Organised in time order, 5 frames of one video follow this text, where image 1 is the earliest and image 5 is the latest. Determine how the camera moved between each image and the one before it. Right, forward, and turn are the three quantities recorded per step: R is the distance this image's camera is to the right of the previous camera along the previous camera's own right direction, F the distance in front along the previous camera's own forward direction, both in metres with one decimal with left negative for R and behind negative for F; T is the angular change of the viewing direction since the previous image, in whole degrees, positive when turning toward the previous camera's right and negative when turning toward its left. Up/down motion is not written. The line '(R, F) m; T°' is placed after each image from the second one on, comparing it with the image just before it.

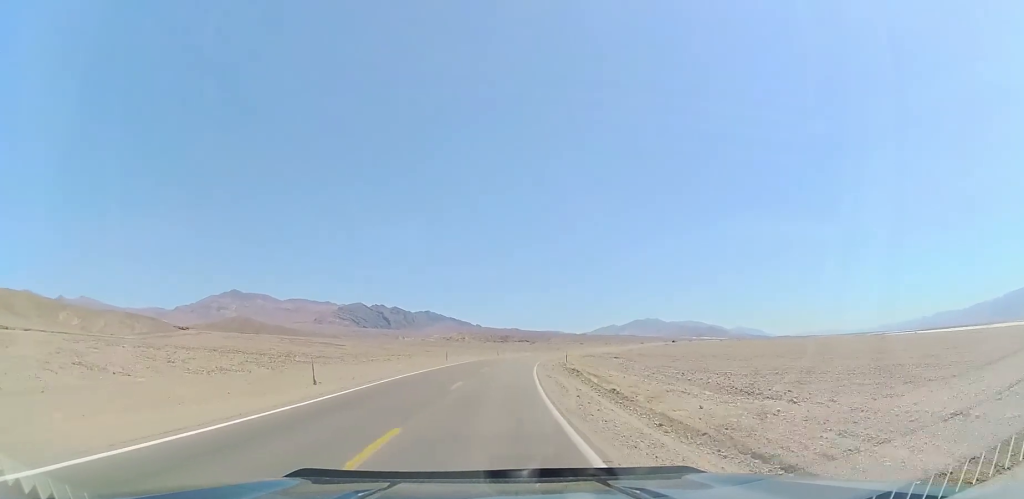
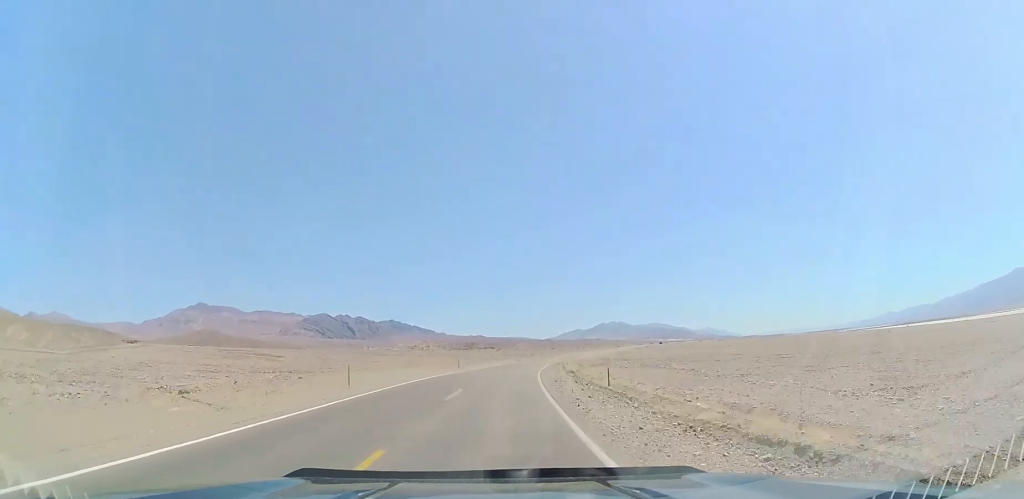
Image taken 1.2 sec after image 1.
(+1.4, +32.6) m; +4°
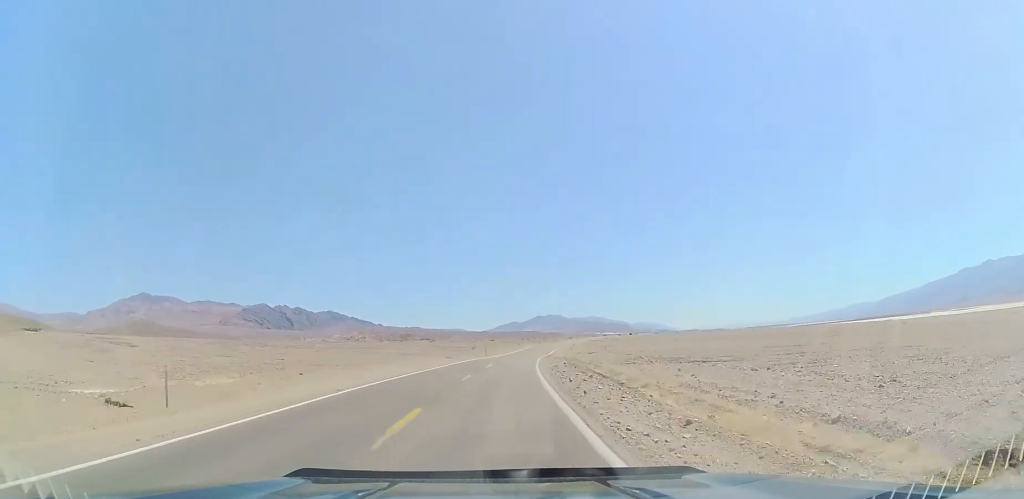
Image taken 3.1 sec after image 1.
(+3.4, +52.8) m; +8°
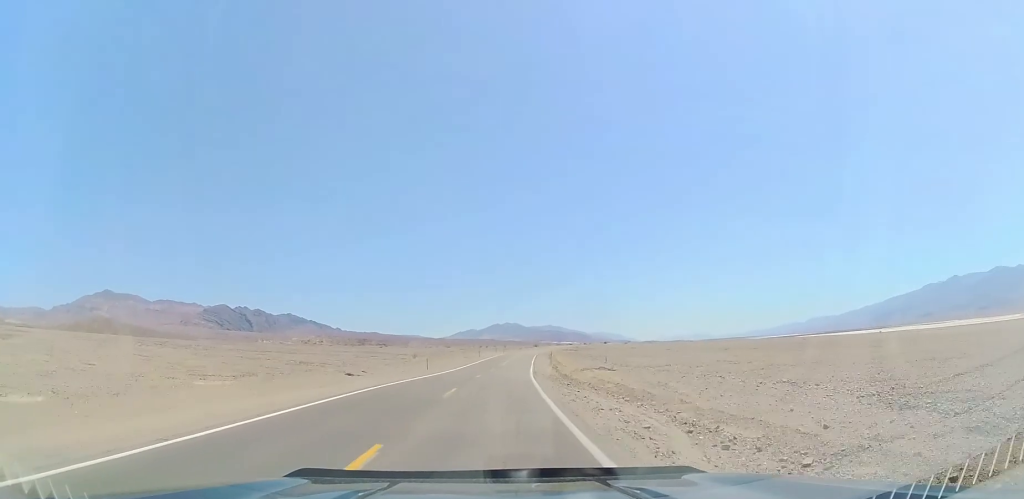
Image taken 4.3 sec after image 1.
(+1.3, +33.5) m; +4°
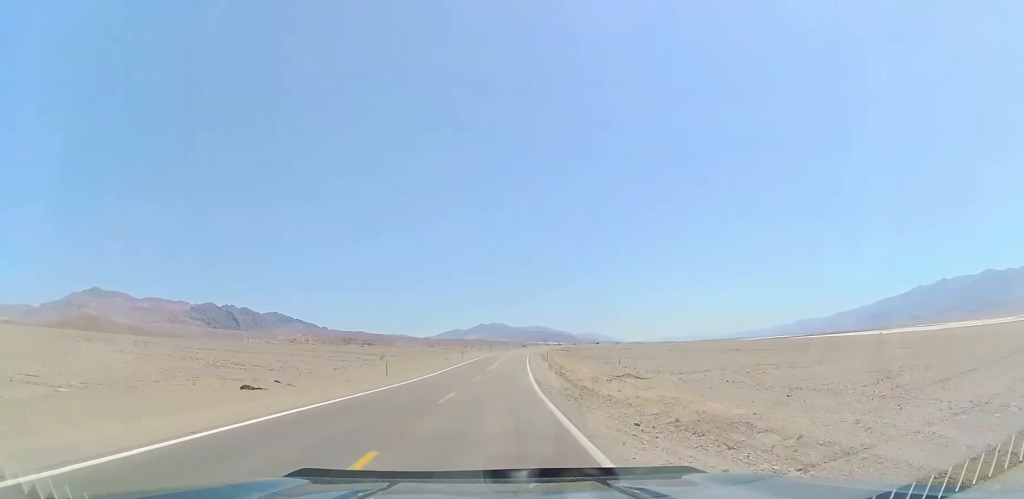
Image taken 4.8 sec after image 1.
(+0.2, +14.9) m; +2°
